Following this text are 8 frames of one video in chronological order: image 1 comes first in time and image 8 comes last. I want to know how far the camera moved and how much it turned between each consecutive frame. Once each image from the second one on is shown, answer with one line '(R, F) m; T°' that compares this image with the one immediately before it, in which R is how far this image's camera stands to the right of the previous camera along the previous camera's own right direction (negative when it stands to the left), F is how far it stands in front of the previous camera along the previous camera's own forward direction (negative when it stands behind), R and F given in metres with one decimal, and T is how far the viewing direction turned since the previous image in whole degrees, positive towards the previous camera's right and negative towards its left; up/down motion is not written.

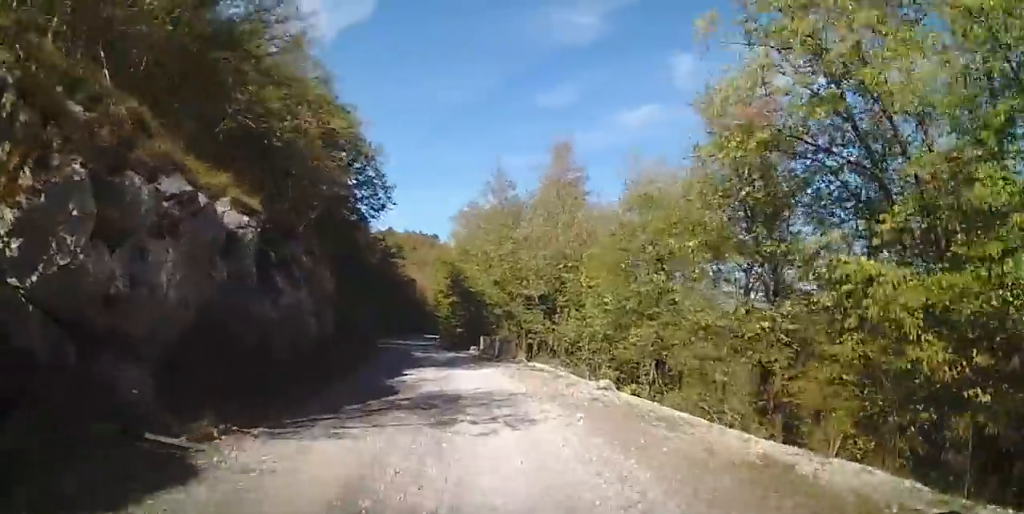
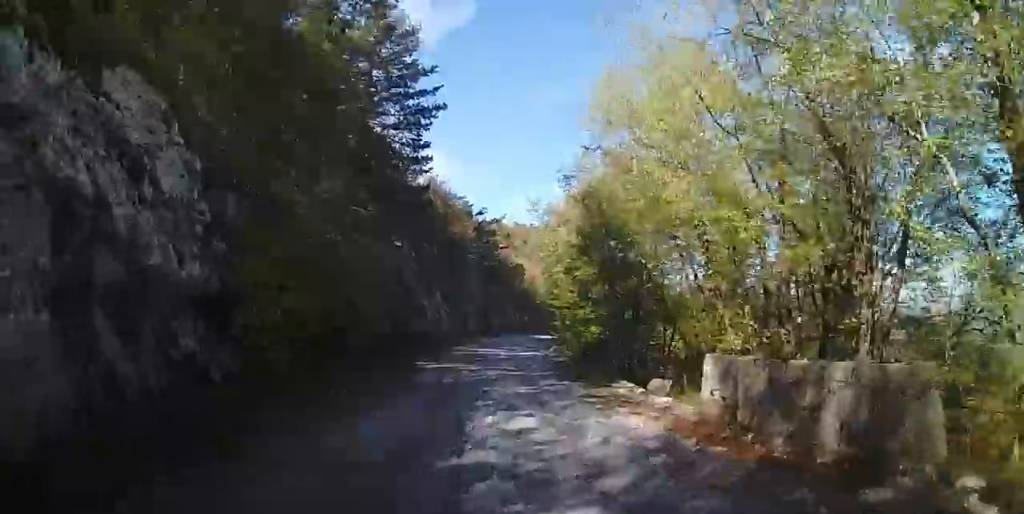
(-2.2, +17.7) m; -8°
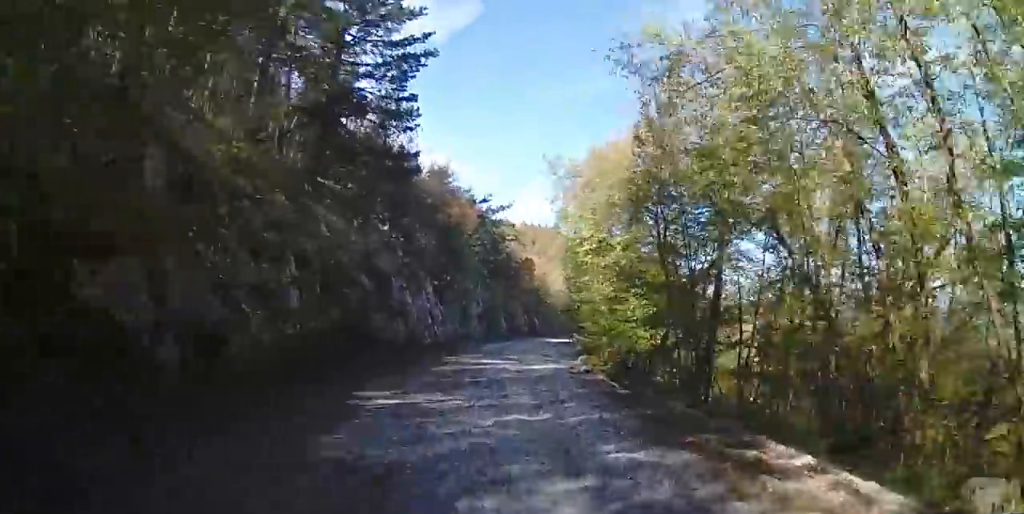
(0.0, +7.1) m; 0°
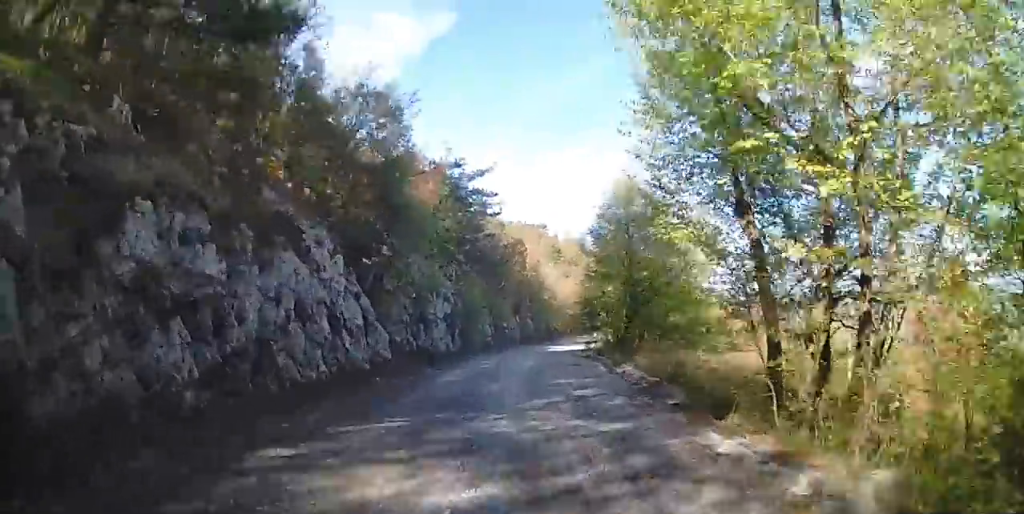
(0.0, +14.9) m; +1°
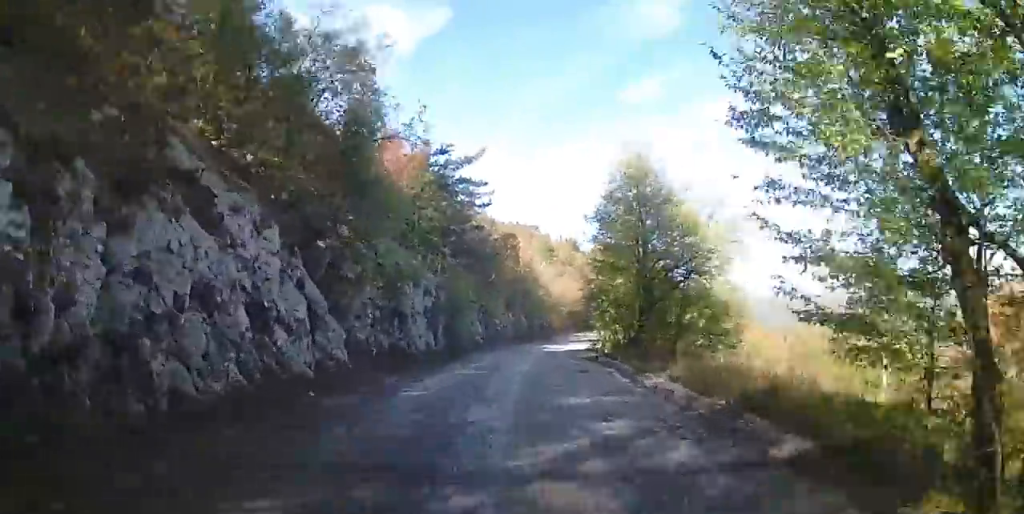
(0.0, +4.2) m; 0°
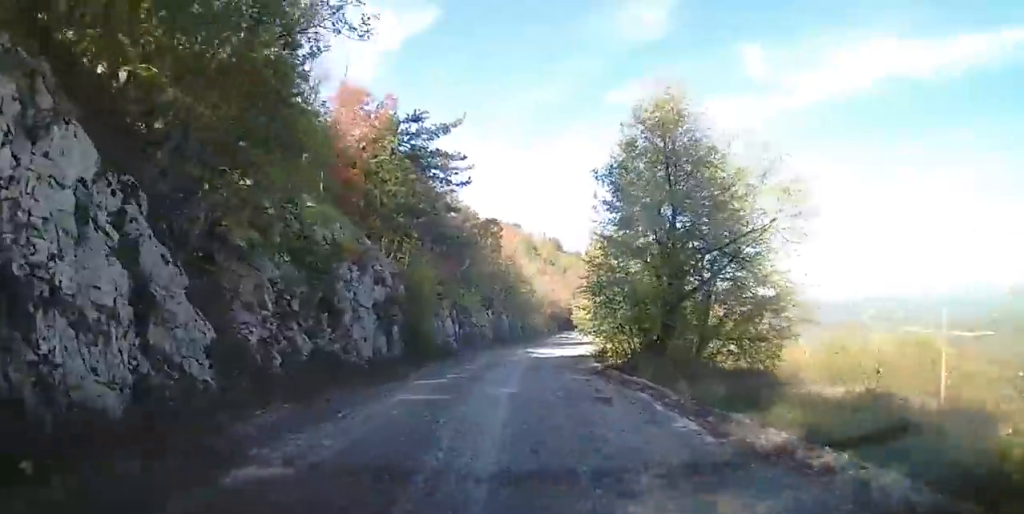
(+0.1, +6.1) m; +1°
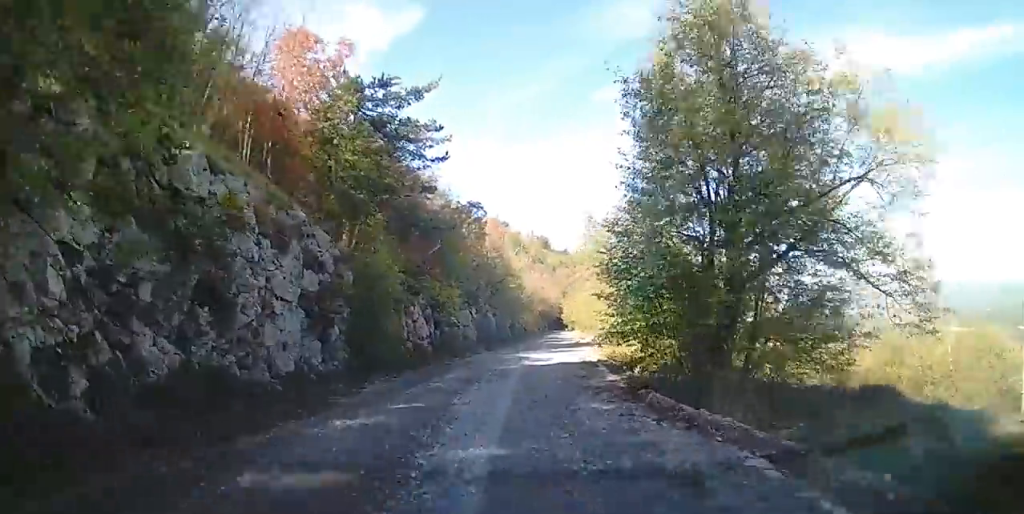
(0.0, +5.5) m; -1°
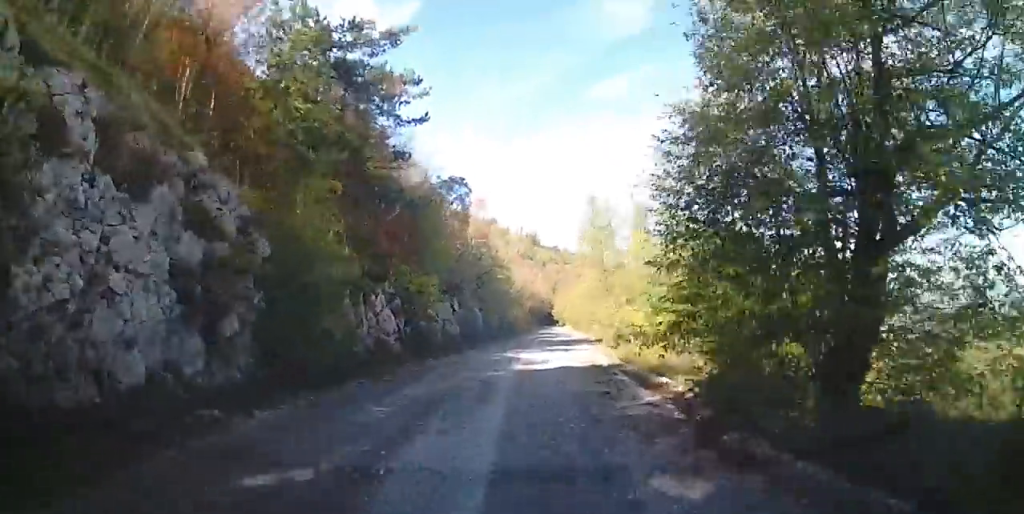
(+0.1, +4.9) m; -1°
